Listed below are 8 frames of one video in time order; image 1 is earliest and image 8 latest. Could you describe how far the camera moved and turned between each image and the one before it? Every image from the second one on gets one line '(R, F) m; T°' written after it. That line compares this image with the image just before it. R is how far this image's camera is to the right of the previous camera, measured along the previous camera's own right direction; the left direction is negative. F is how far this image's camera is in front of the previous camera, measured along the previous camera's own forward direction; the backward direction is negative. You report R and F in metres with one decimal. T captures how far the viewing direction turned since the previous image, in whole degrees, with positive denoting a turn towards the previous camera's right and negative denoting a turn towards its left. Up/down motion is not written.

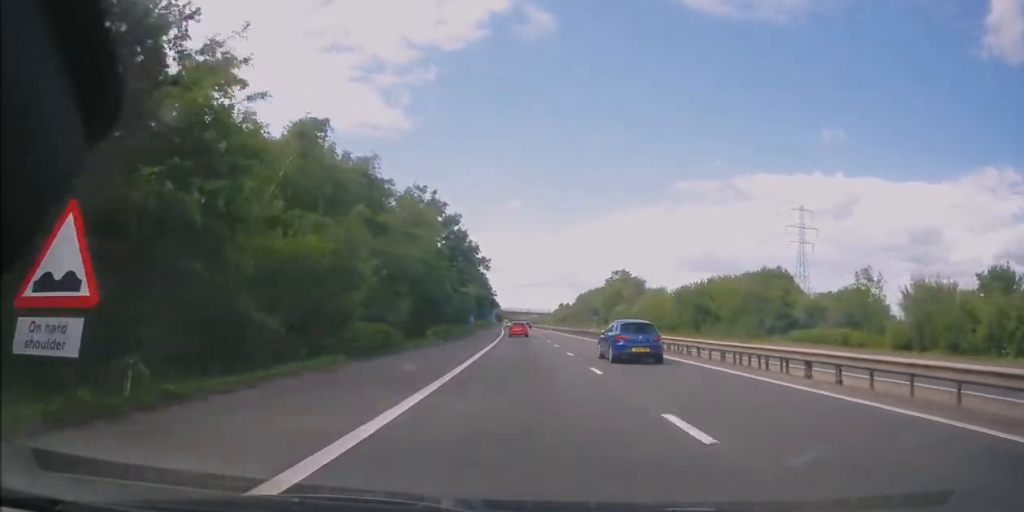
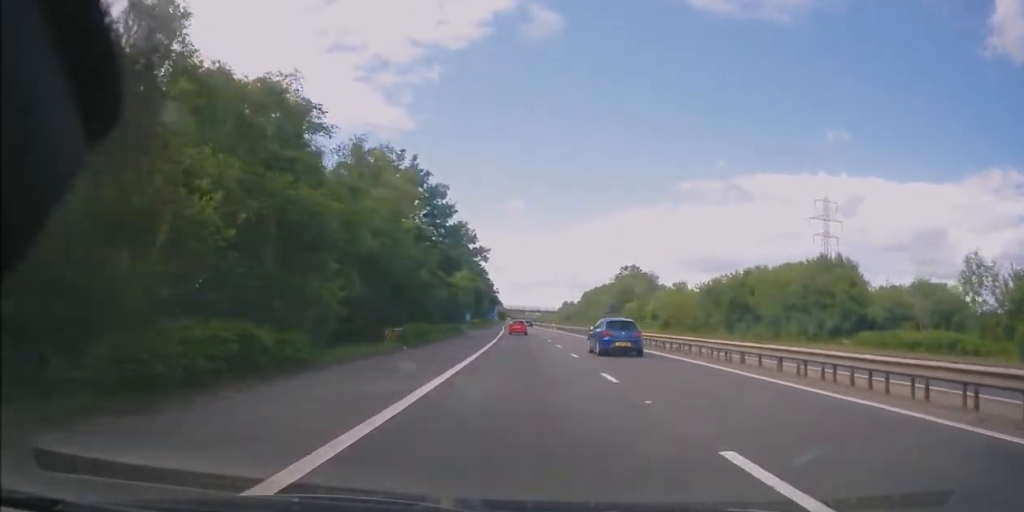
(0.0, +11.6) m; 0°
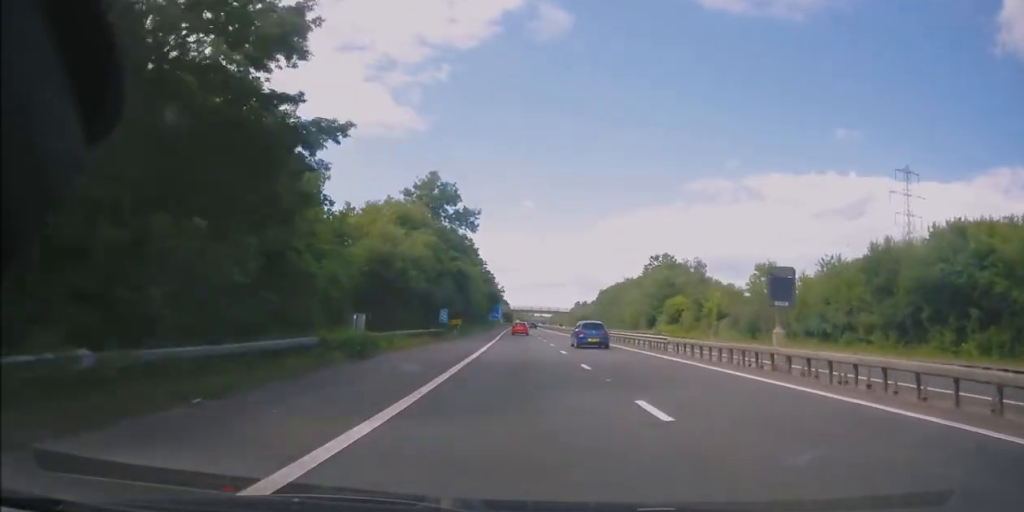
(-0.3, +32.2) m; -1°
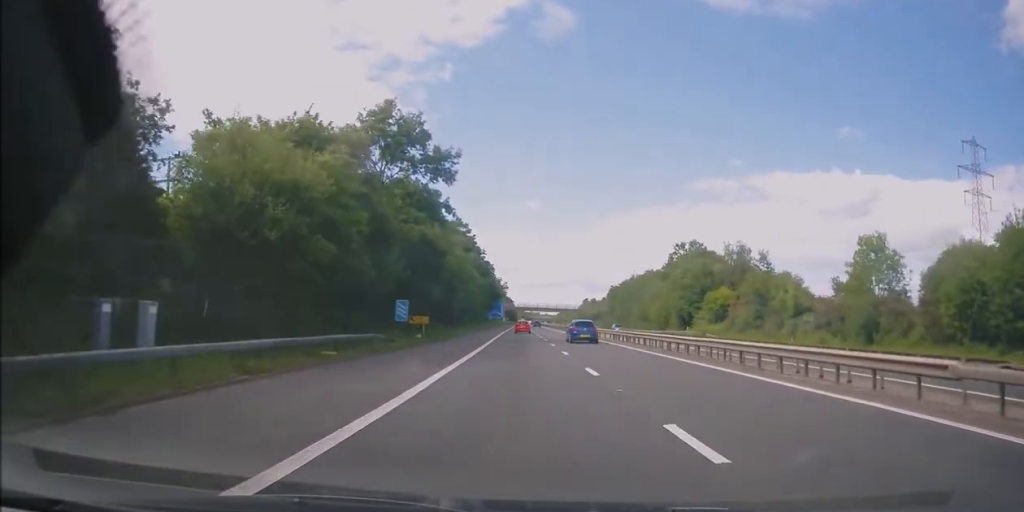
(0.0, +20.6) m; 0°
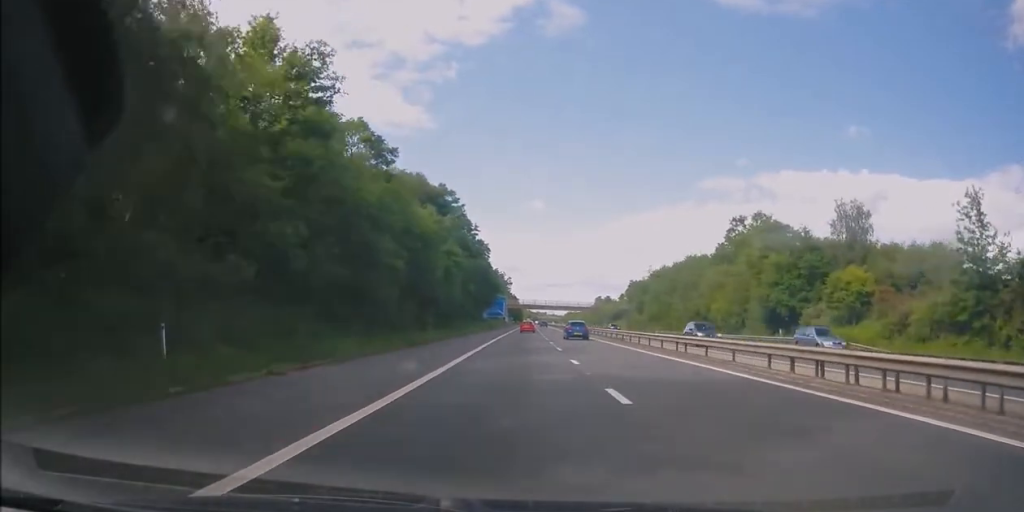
(-0.1, +32.1) m; -1°
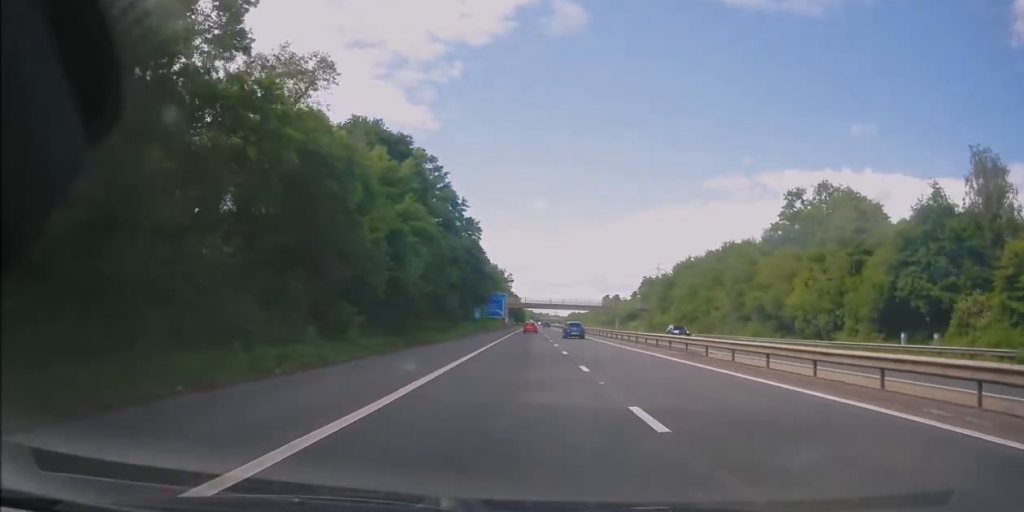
(-0.2, +20.6) m; 0°
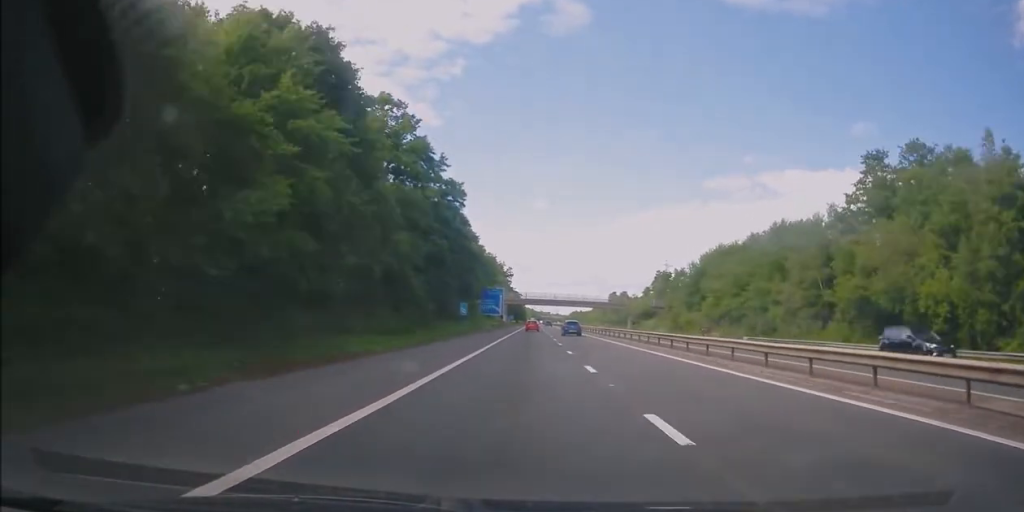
(0.0, +18.8) m; 0°
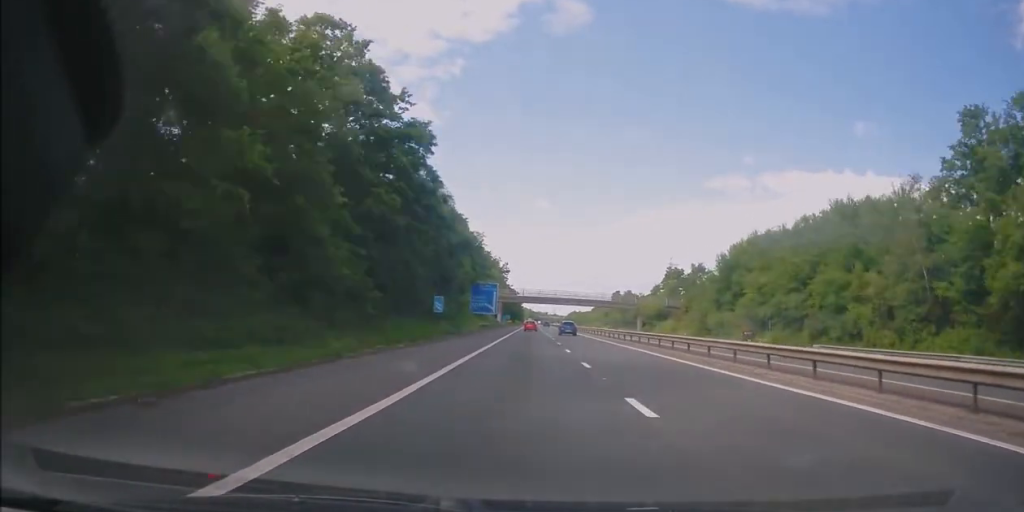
(+0.2, +16.2) m; 0°
